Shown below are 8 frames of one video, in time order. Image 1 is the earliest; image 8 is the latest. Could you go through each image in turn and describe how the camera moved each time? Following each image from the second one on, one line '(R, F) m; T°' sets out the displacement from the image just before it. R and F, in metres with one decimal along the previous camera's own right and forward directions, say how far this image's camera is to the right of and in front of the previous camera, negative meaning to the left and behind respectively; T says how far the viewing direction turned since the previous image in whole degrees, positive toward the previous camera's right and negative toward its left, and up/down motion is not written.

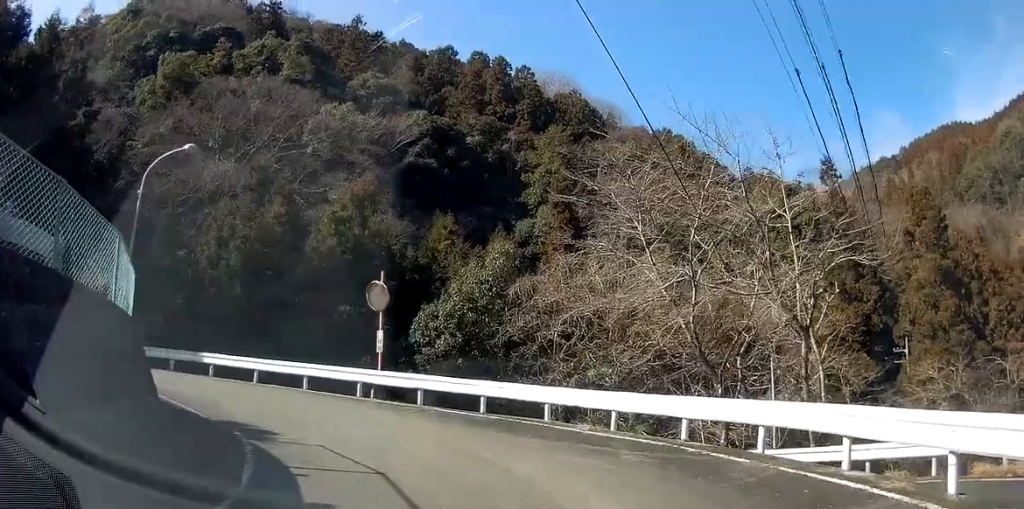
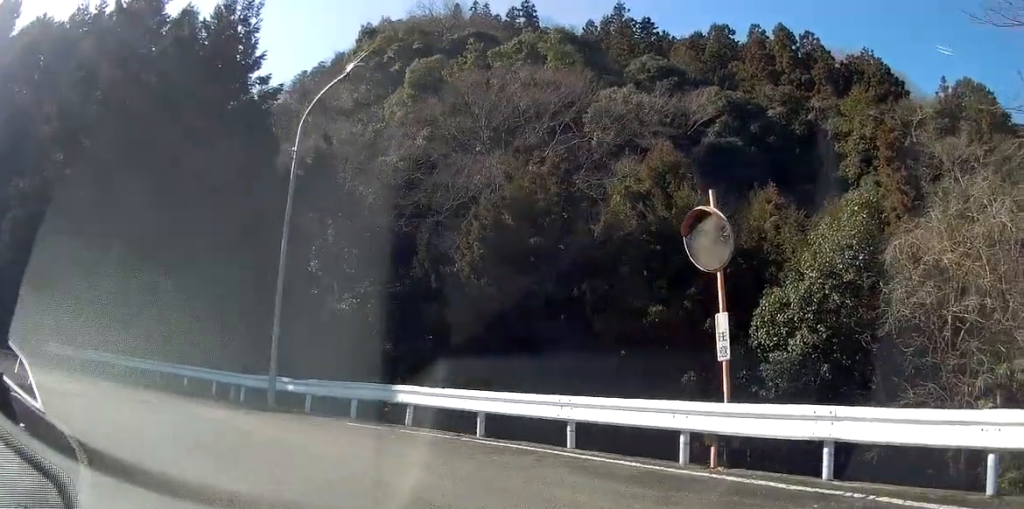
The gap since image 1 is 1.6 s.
(-2.0, +8.9) m; -40°
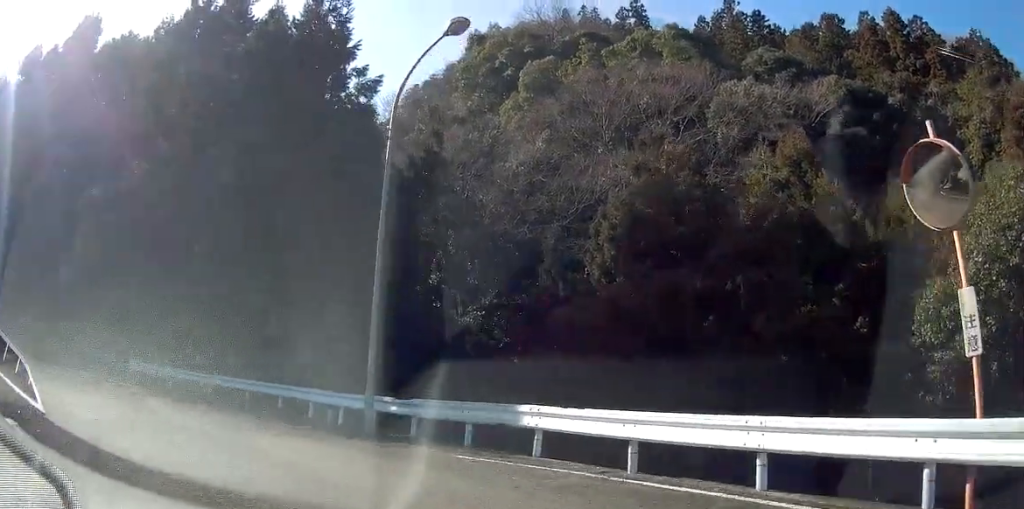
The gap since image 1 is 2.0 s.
(-0.7, +2.5) m; -13°
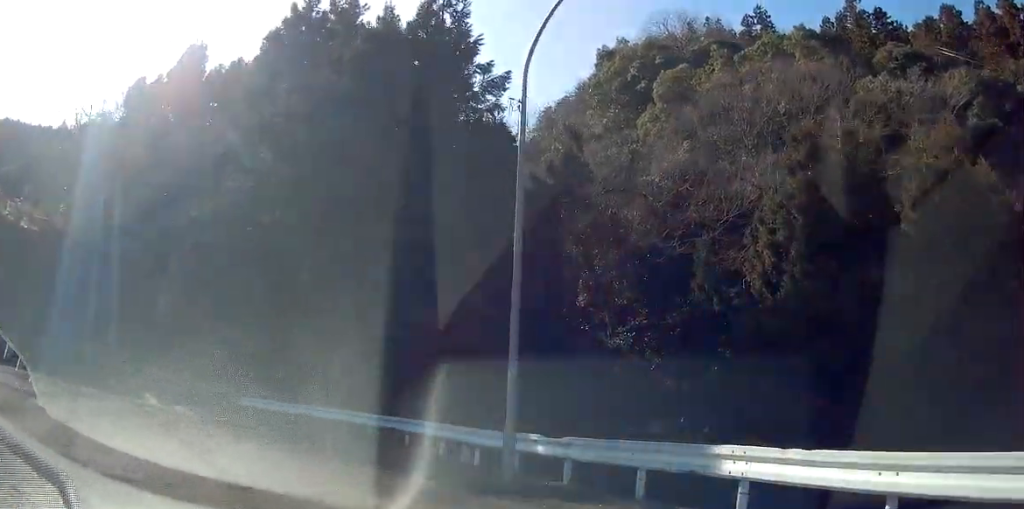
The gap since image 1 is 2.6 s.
(-0.3, +3.0) m; -14°
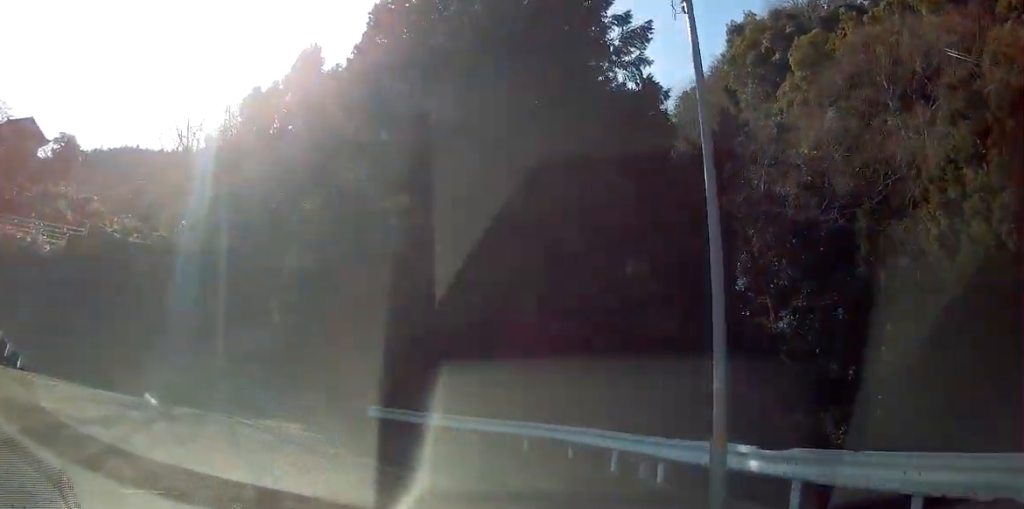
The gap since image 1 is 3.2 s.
(-0.6, +3.0) m; -16°
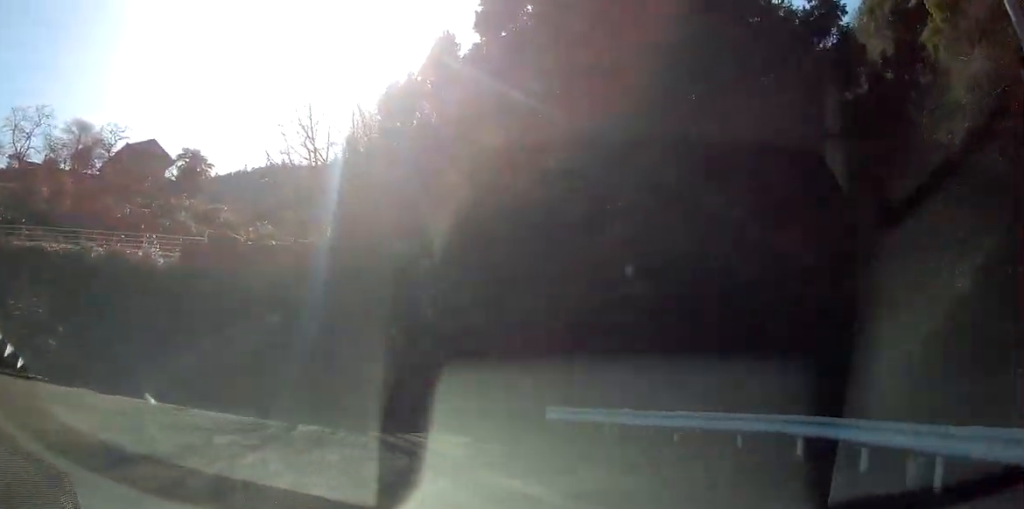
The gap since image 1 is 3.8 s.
(-0.3, +3.2) m; -18°
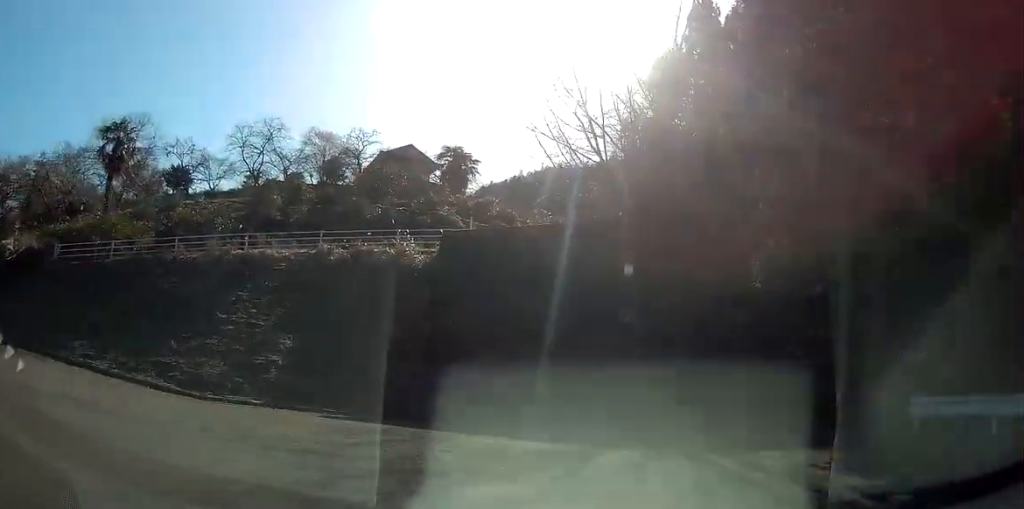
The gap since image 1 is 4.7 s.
(-1.1, +4.4) m; -27°
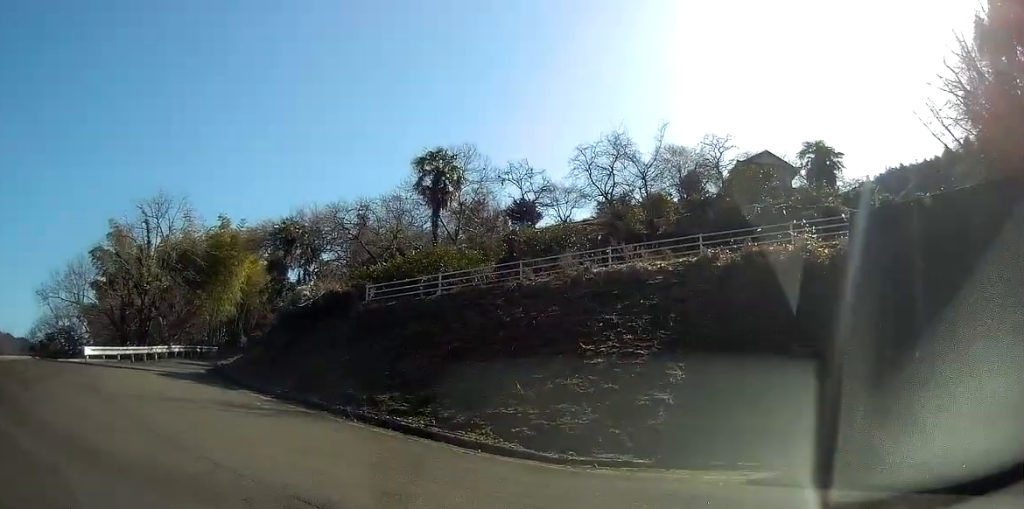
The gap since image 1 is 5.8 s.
(-1.4, +5.3) m; -27°
